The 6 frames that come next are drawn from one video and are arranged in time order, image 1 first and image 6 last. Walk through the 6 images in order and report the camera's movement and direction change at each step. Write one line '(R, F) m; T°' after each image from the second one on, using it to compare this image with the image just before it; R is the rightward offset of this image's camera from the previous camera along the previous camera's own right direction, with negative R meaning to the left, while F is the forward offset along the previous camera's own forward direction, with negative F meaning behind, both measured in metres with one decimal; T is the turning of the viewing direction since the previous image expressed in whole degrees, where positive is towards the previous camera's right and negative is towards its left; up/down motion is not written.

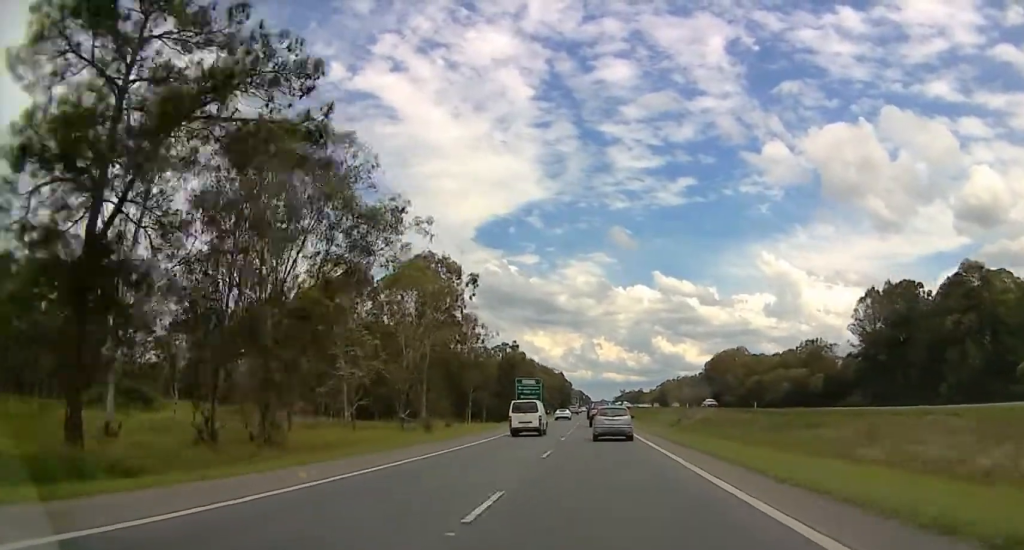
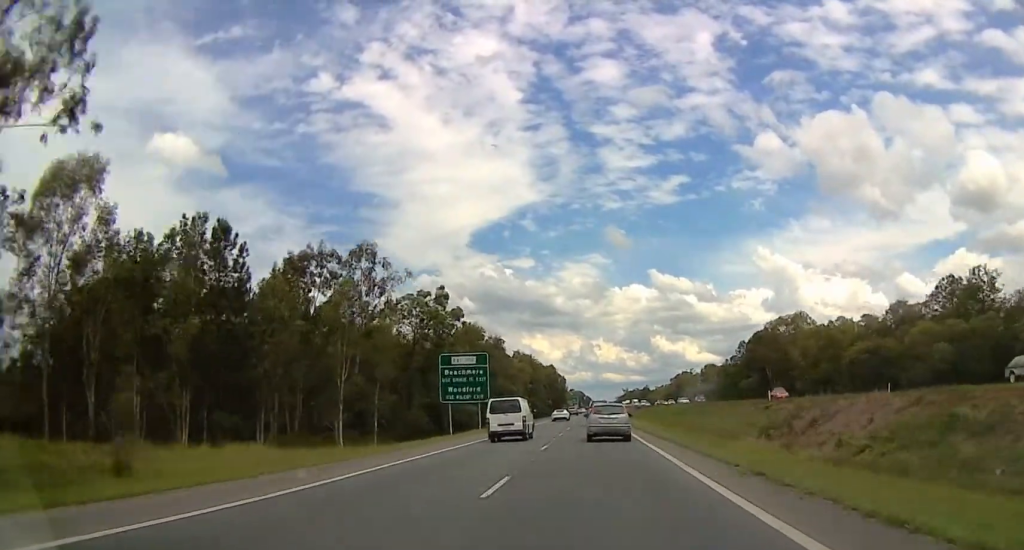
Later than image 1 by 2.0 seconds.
(-0.4, +57.1) m; -2°
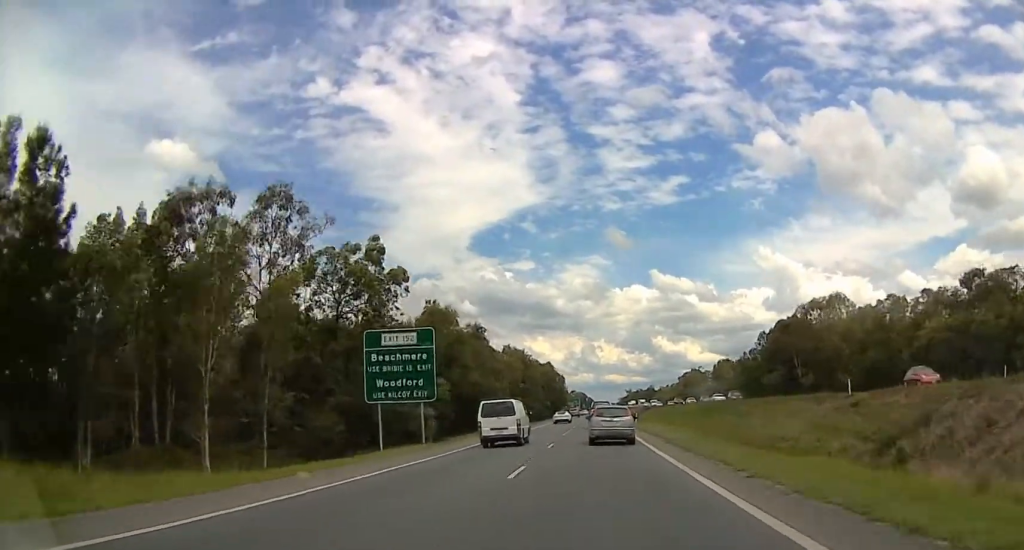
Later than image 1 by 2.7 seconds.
(-0.4, +20.6) m; +1°
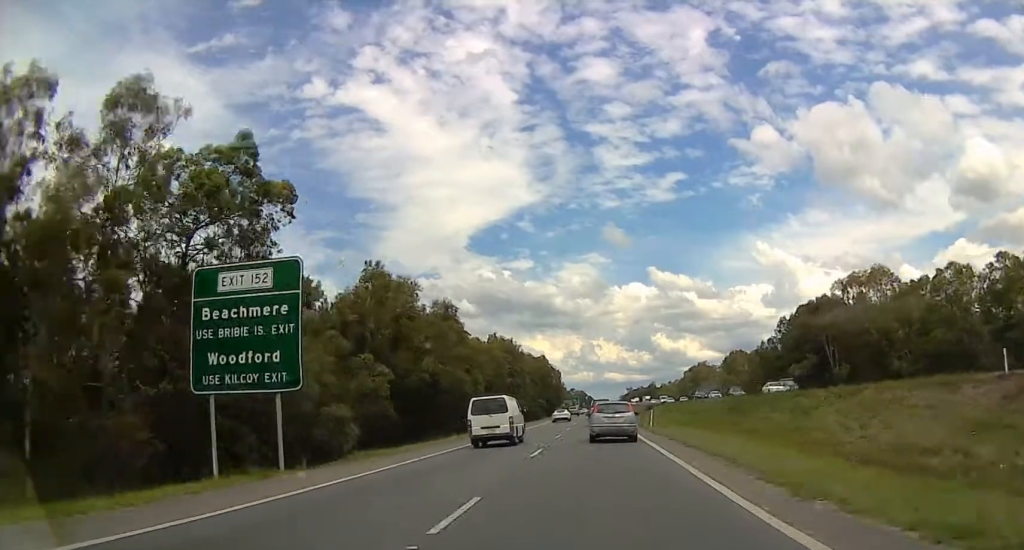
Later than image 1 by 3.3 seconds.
(0.0, +18.6) m; 0°
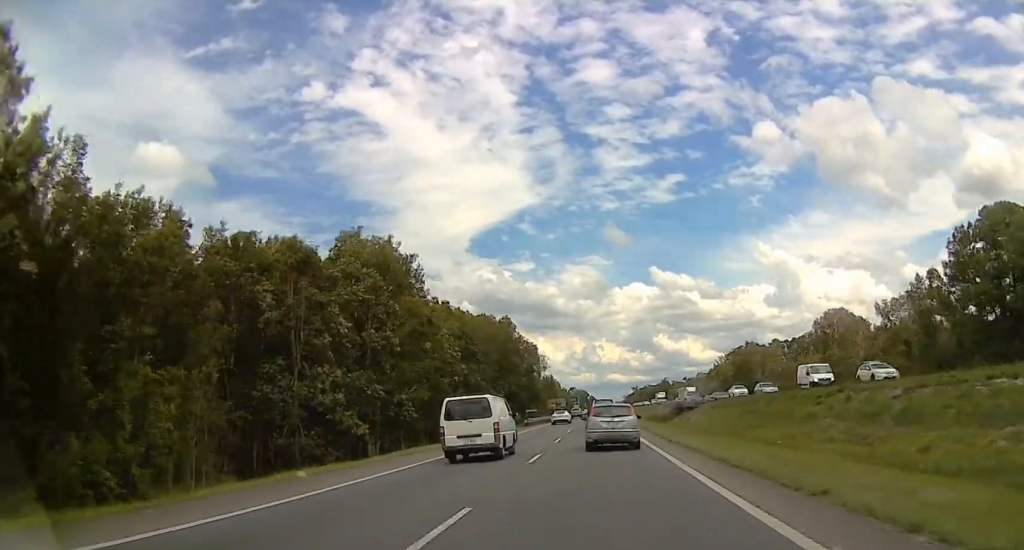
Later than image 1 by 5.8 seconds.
(-1.4, +72.9) m; -2°
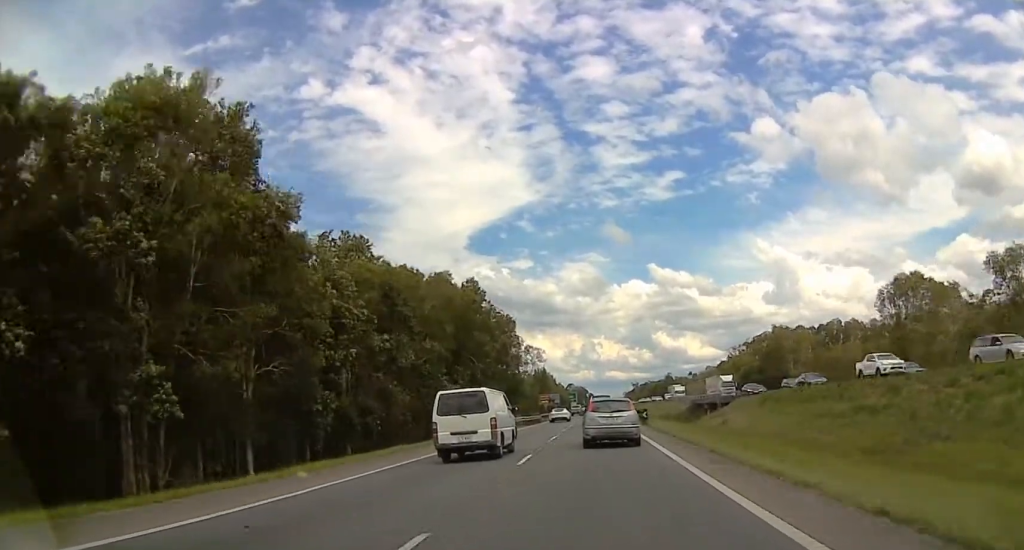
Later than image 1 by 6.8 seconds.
(+0.4, +26.4) m; +1°
